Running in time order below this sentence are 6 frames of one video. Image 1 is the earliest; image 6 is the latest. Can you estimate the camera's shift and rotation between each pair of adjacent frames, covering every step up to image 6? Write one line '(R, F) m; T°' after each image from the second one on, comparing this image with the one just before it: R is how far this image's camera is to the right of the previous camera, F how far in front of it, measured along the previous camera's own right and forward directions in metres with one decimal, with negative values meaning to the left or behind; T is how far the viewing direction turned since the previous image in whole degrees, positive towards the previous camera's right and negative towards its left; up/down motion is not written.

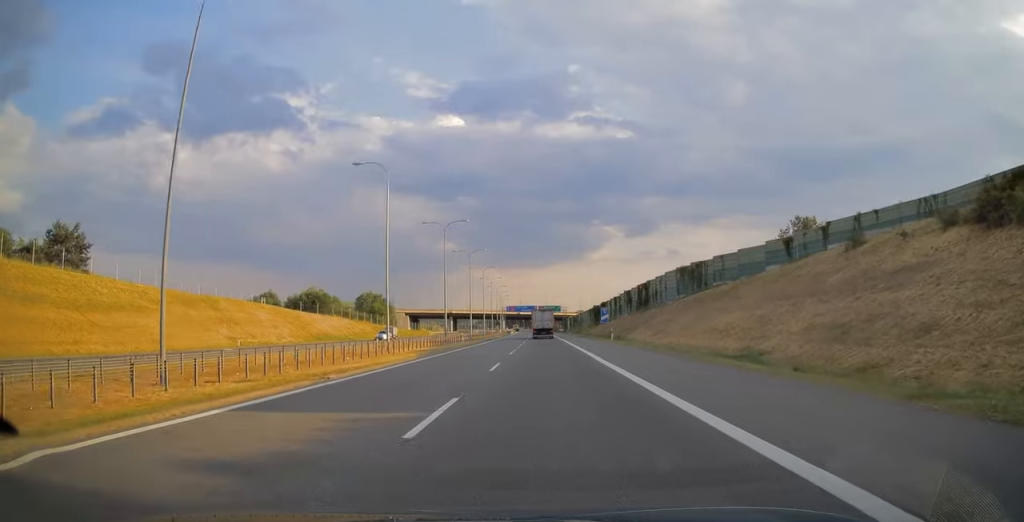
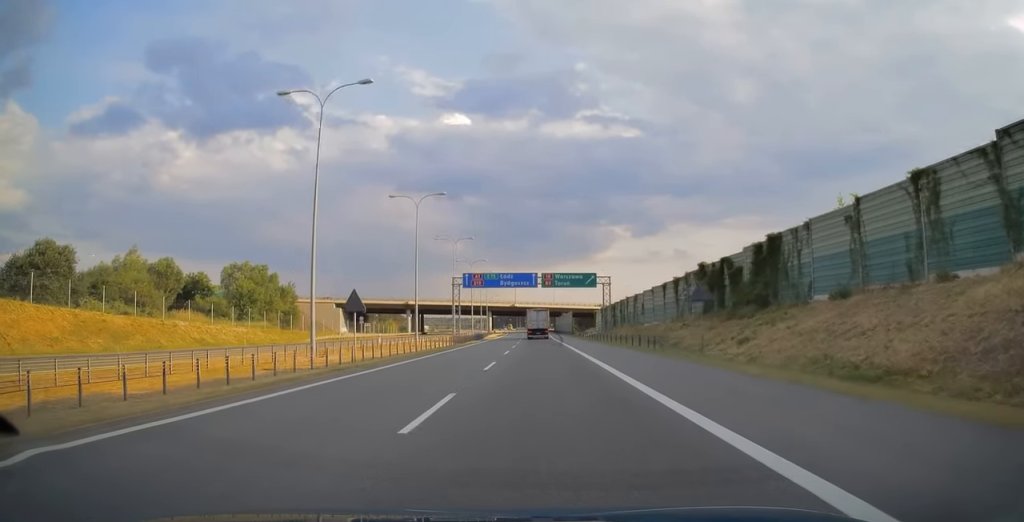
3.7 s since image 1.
(+0.2, +95.1) m; 0°
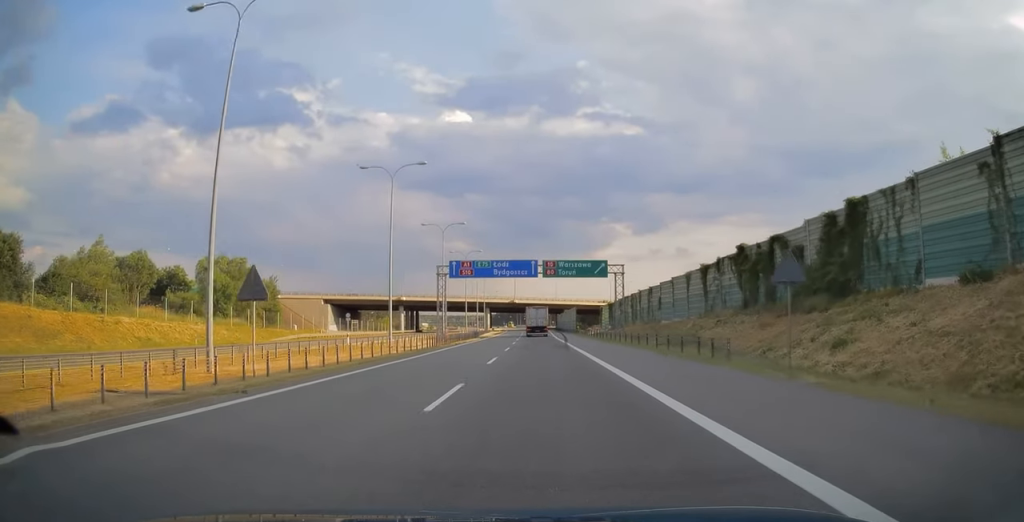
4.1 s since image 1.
(0.0, +10.2) m; 0°
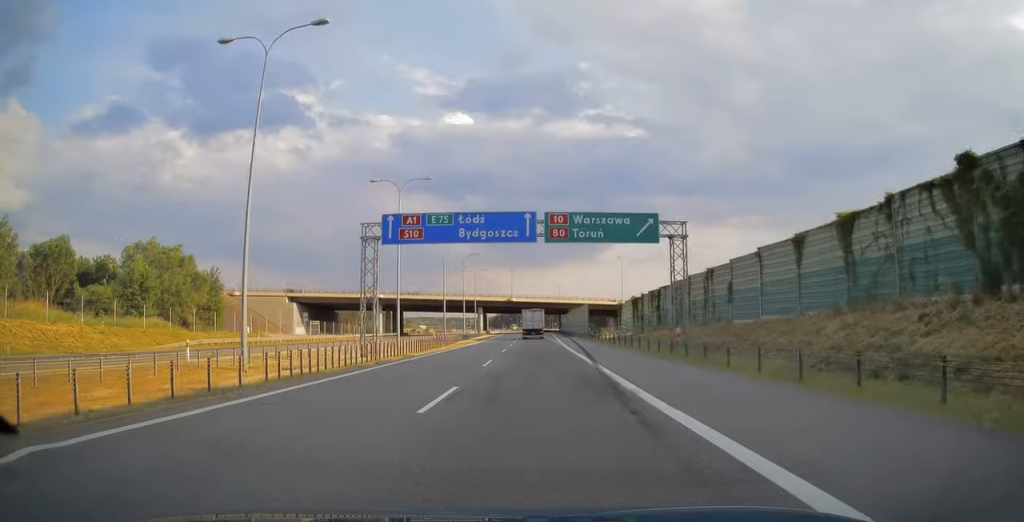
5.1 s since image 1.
(-0.1, +24.0) m; 0°
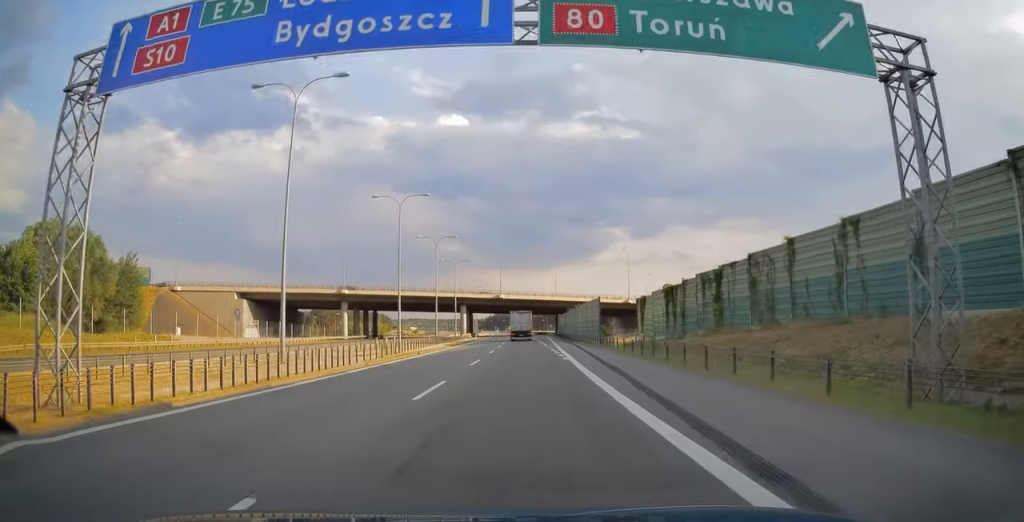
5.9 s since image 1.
(-0.1, +22.1) m; 0°
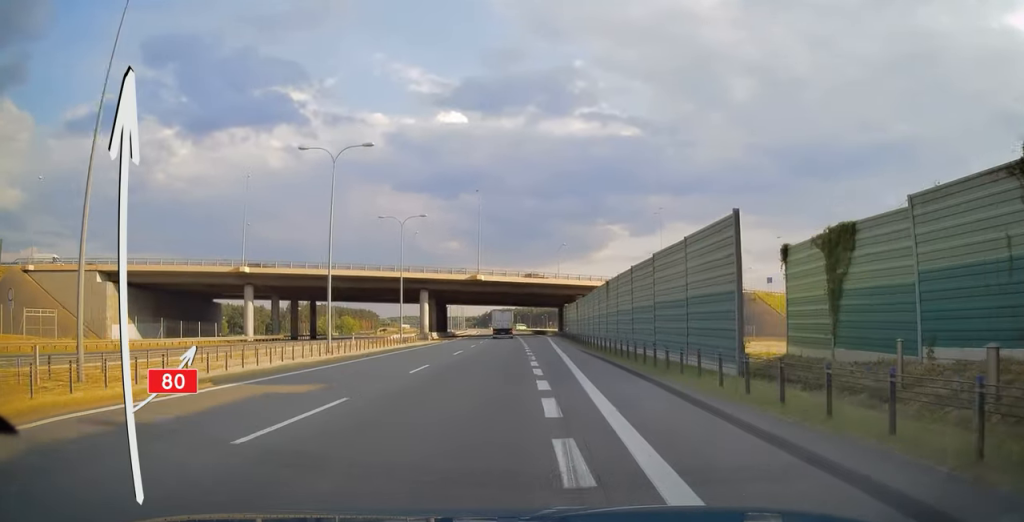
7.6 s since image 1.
(+0.2, +41.1) m; 0°
